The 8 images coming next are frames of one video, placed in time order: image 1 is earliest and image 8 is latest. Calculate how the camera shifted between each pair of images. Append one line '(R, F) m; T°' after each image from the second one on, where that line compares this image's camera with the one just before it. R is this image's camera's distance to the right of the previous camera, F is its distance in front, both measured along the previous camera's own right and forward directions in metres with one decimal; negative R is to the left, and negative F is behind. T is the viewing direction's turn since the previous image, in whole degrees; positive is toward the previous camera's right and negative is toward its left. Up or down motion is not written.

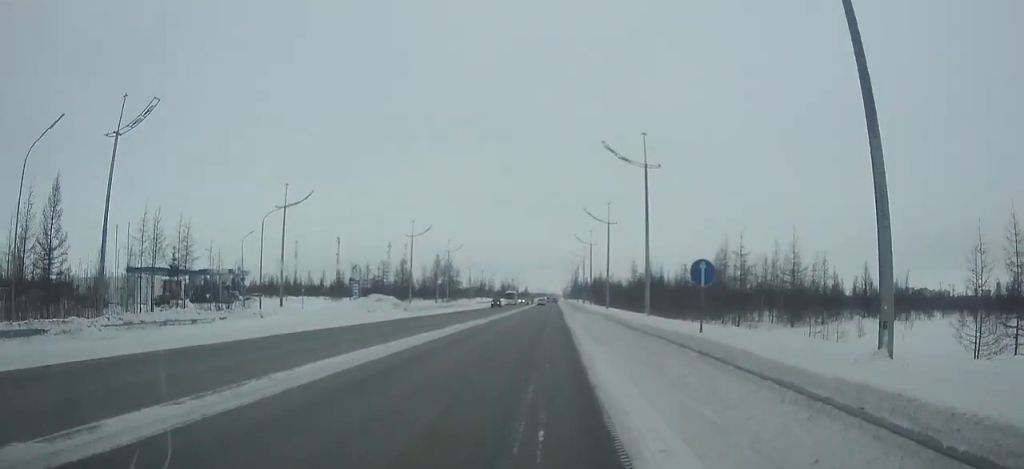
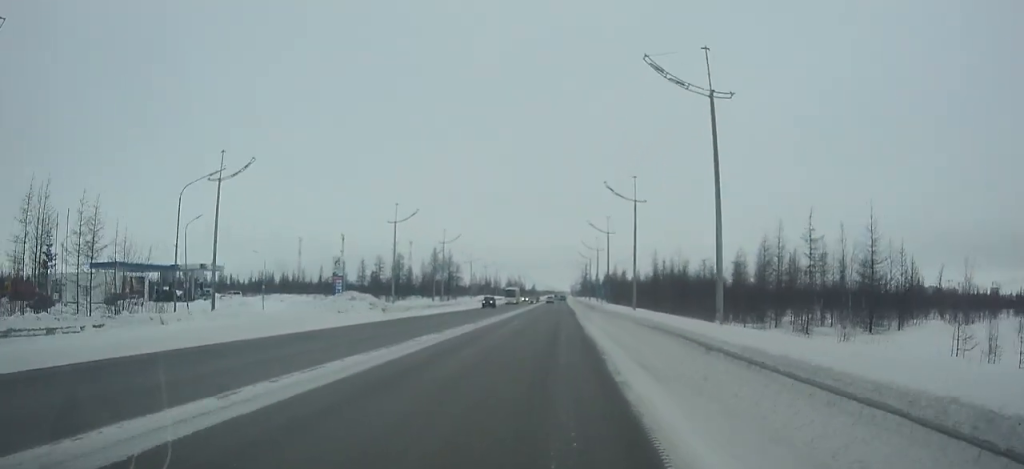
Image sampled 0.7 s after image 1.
(-0.1, +12.5) m; 0°
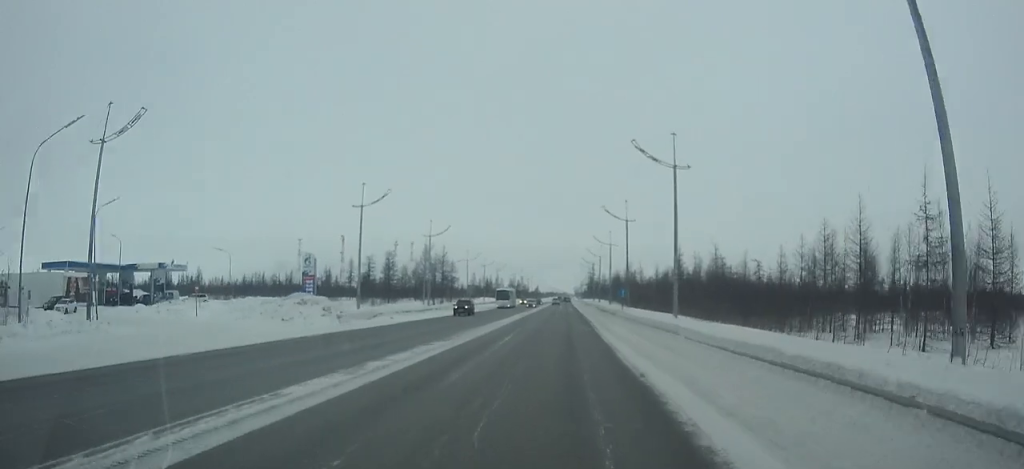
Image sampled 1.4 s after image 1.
(0.0, +13.1) m; 0°
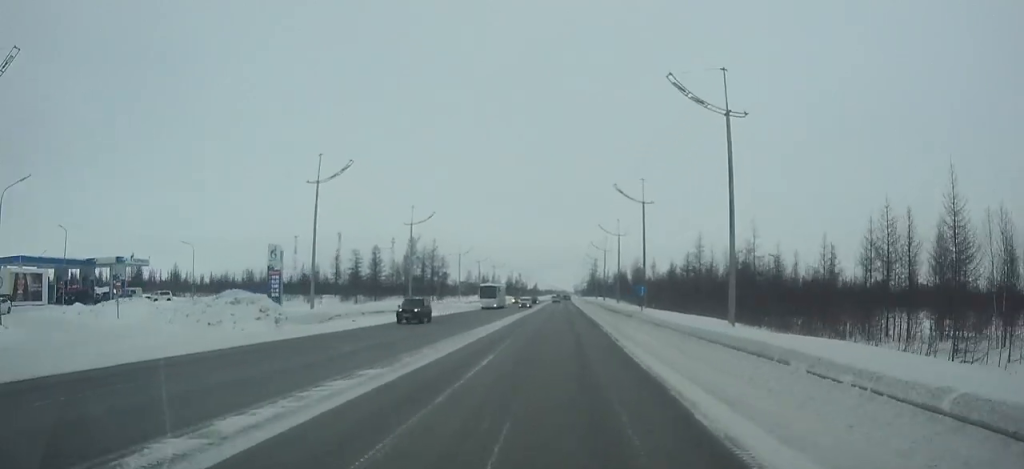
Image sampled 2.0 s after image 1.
(0.0, +10.1) m; 0°
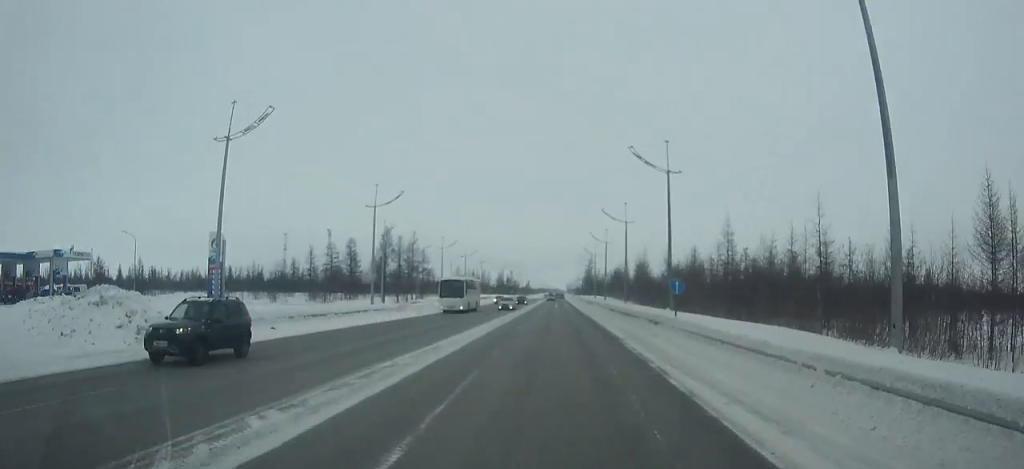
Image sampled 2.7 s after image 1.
(+0.1, +11.9) m; 0°
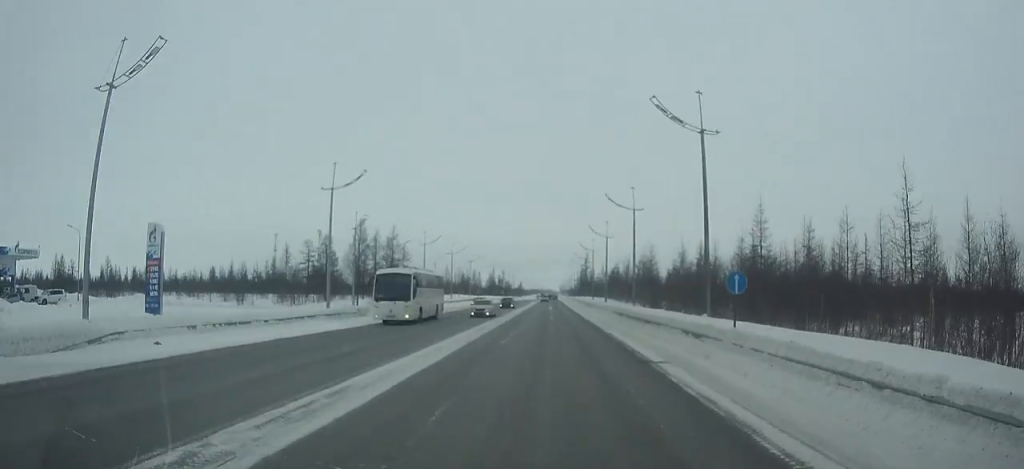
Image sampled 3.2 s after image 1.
(0.0, +9.5) m; 0°
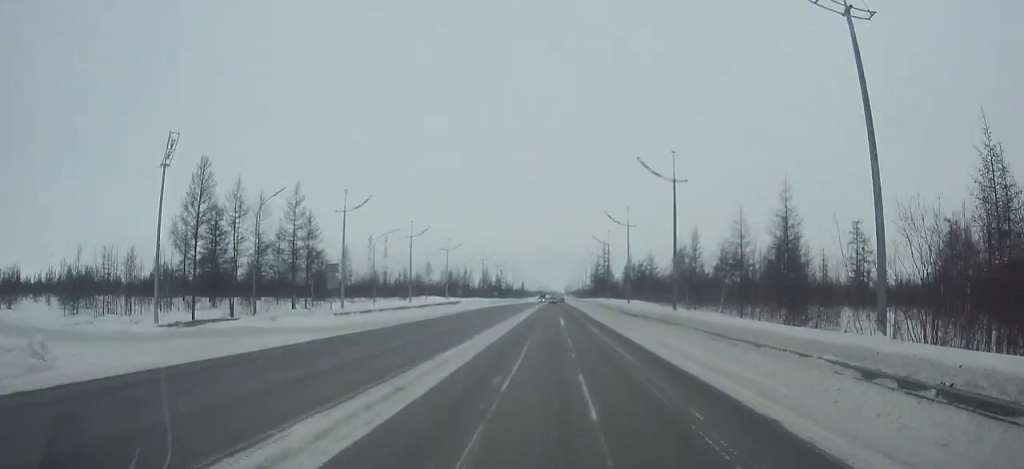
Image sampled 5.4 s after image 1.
(0.0, +38.5) m; 0°
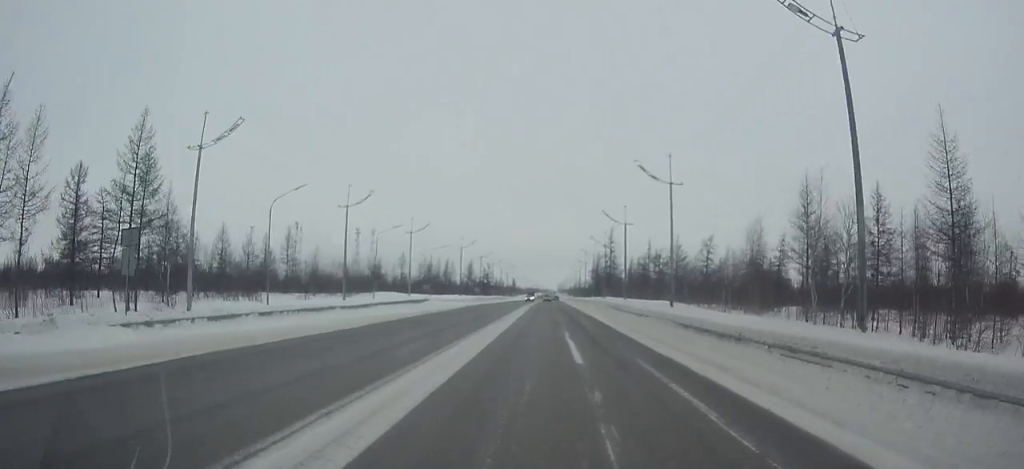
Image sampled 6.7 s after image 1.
(+0.1, +23.7) m; 0°
